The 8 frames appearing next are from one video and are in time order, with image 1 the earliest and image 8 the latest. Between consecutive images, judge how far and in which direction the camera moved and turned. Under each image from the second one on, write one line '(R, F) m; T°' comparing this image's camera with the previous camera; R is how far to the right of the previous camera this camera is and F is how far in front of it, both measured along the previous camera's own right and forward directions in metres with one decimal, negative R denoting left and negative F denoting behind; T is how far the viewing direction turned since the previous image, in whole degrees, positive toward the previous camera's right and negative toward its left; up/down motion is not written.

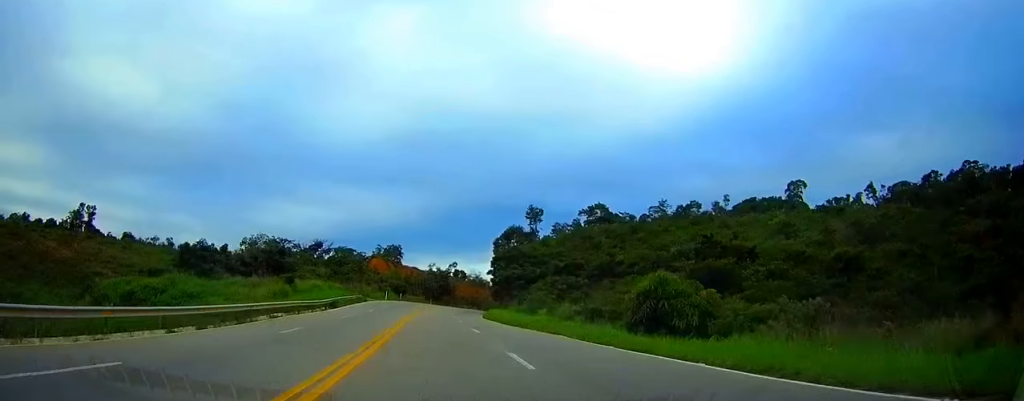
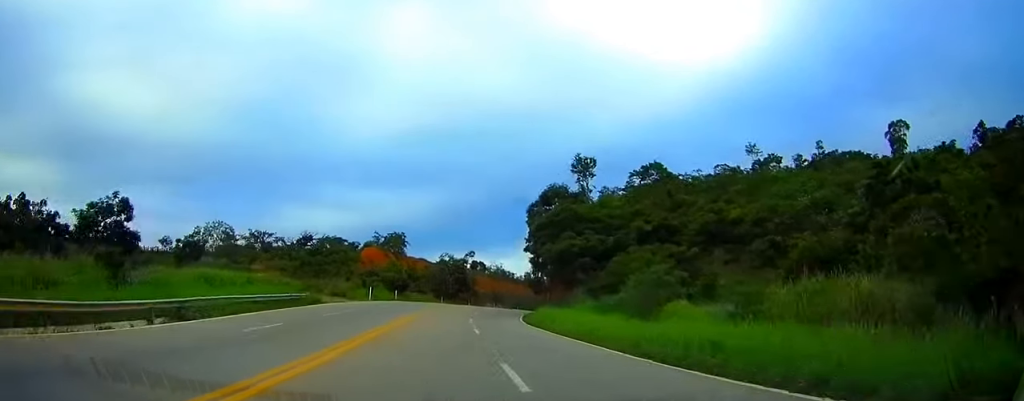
(-1.1, +36.3) m; -2°
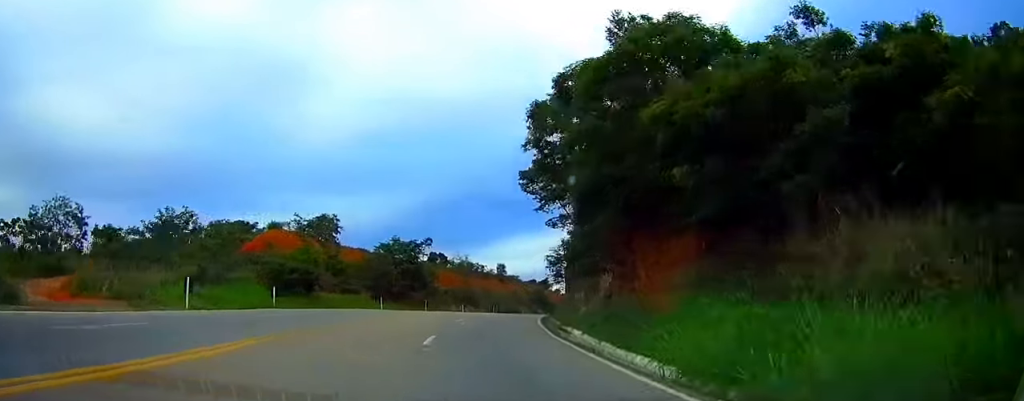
(+0.1, +41.3) m; +2°
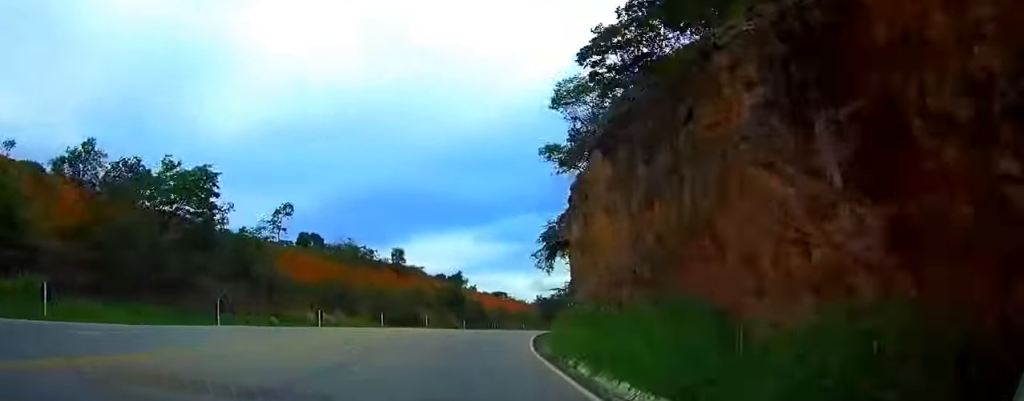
(+2.8, +47.1) m; +7°
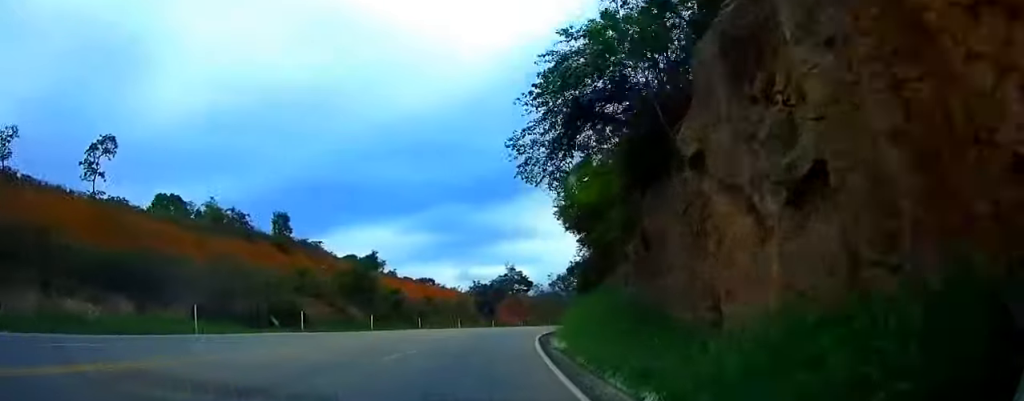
(+1.3, +32.9) m; +5°
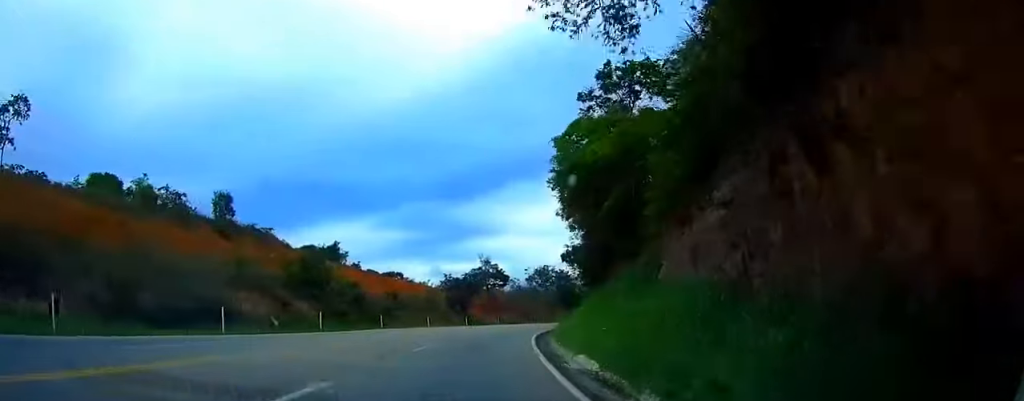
(+0.3, +11.0) m; +2°
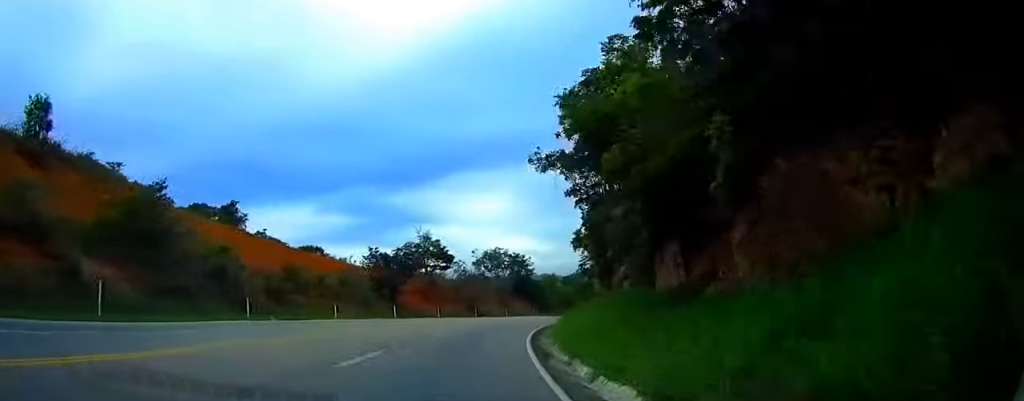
(+1.2, +25.8) m; +6°
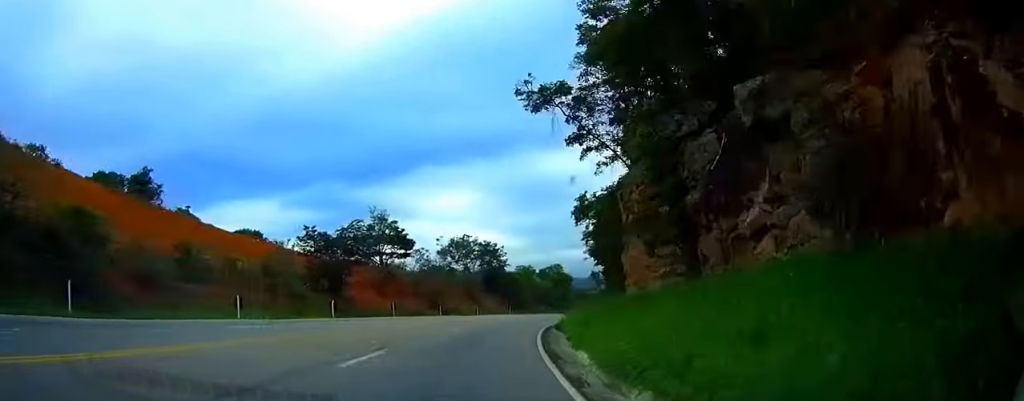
(+0.6, +16.8) m; +4°
